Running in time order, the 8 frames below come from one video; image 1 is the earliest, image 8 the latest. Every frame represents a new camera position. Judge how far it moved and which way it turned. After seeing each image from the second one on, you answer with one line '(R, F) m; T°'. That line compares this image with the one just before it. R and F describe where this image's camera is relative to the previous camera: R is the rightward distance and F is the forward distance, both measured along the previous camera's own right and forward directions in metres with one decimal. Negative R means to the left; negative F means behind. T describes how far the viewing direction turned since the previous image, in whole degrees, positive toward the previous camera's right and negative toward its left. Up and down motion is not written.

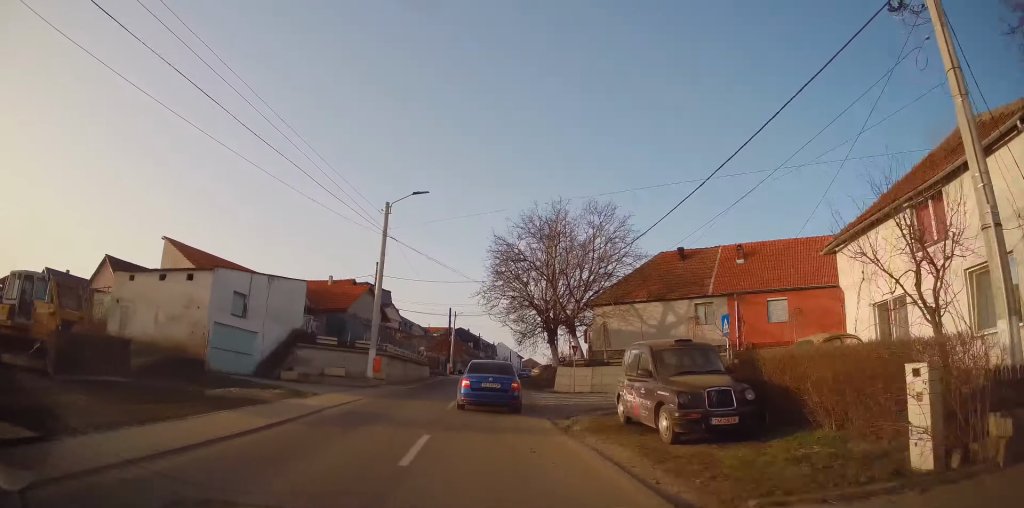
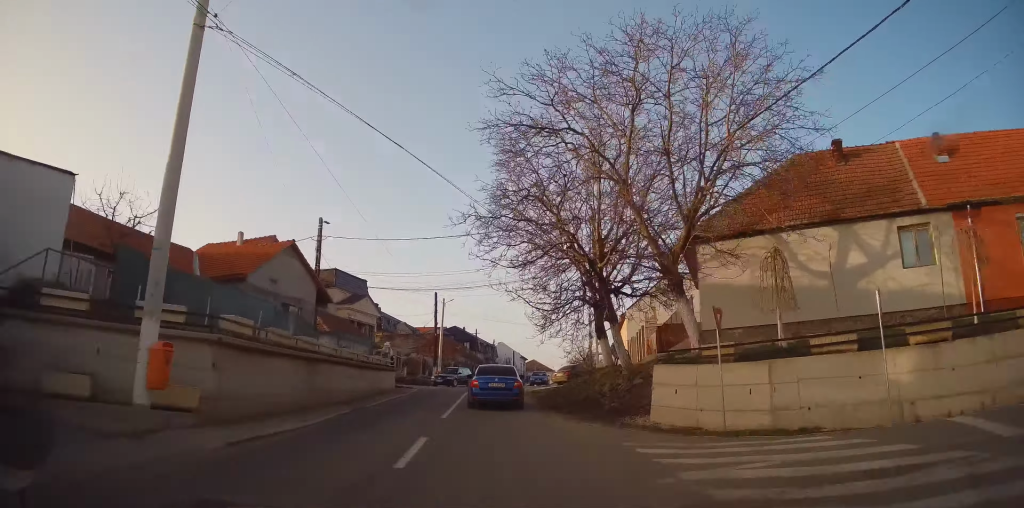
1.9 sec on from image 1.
(+0.3, +16.7) m; +2°
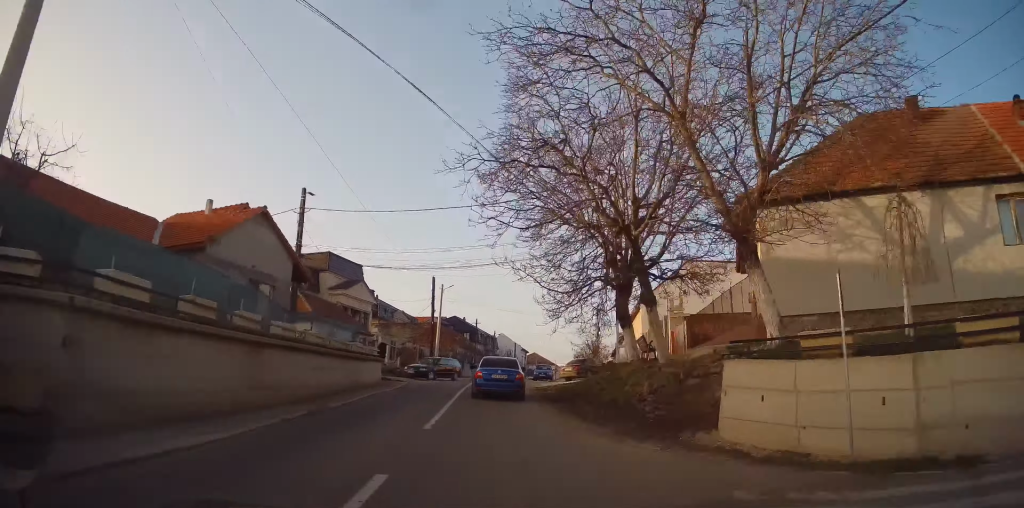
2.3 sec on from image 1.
(0.0, +4.0) m; 0°
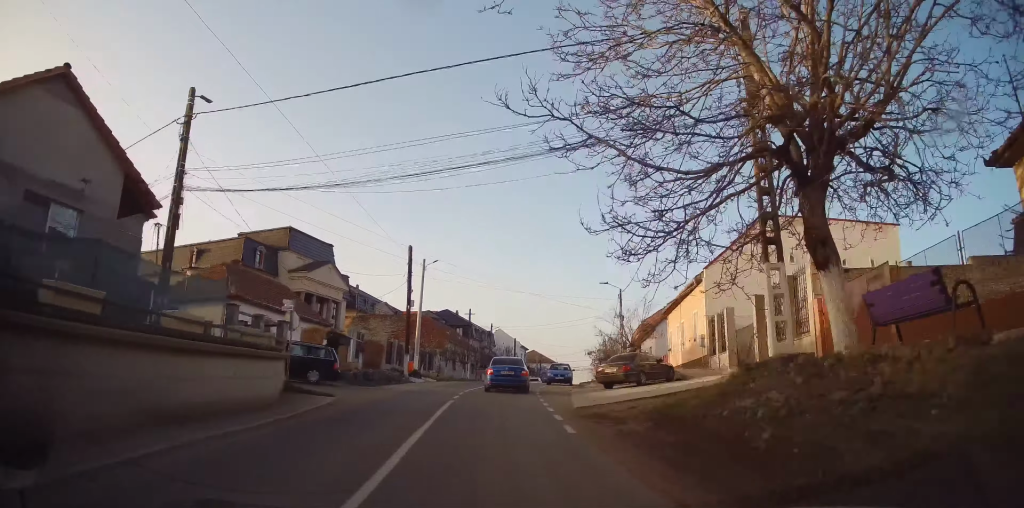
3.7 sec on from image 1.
(-0.4, +12.9) m; +1°
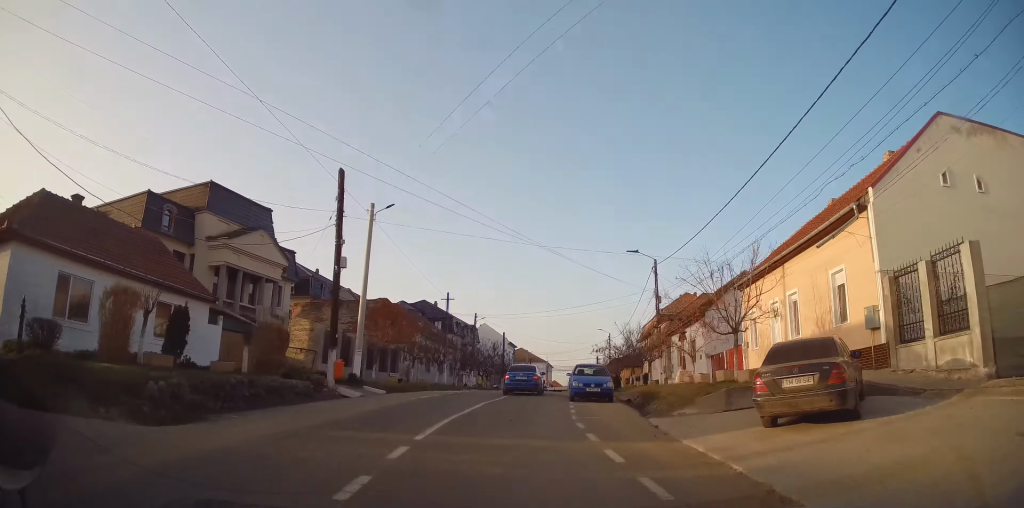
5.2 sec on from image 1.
(+0.5, +14.1) m; +1°
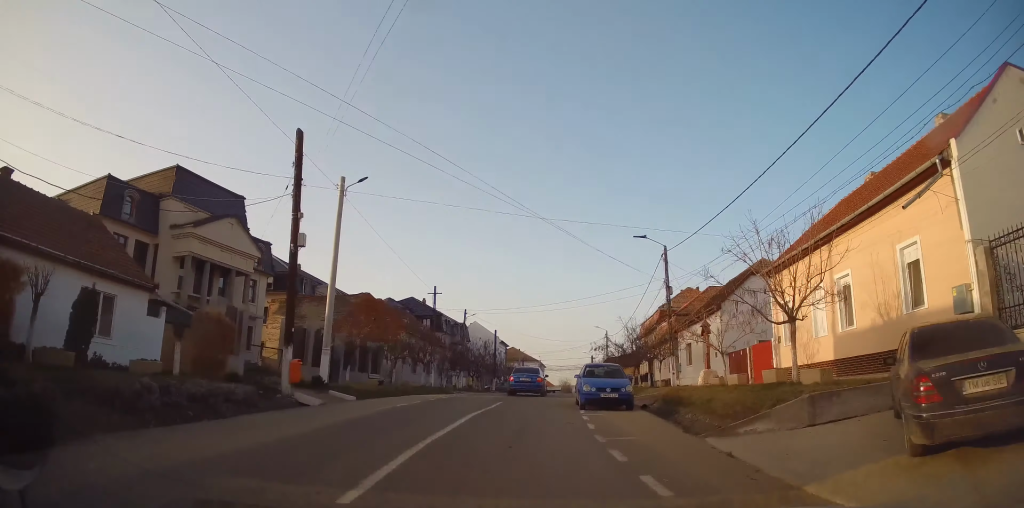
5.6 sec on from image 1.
(-0.1, +3.7) m; 0°
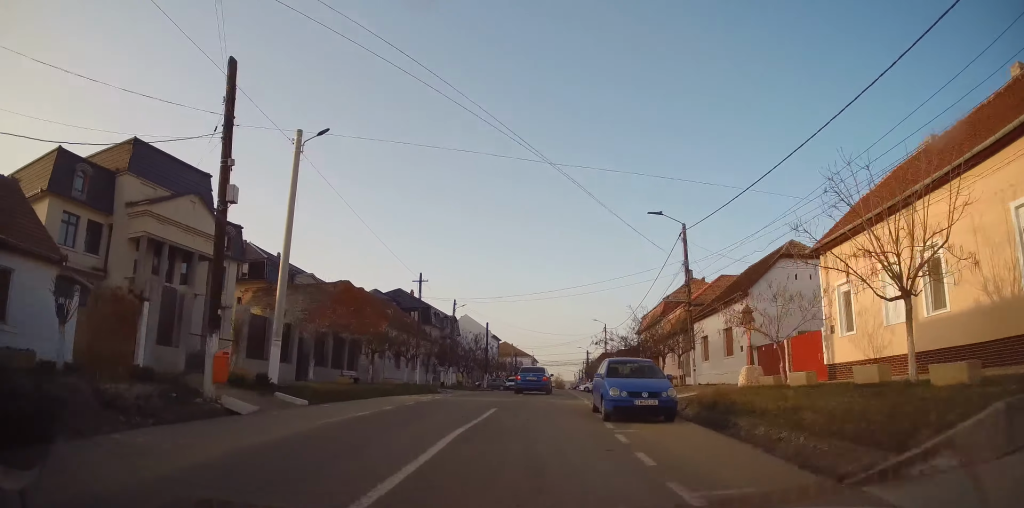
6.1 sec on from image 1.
(-0.1, +4.3) m; 0°
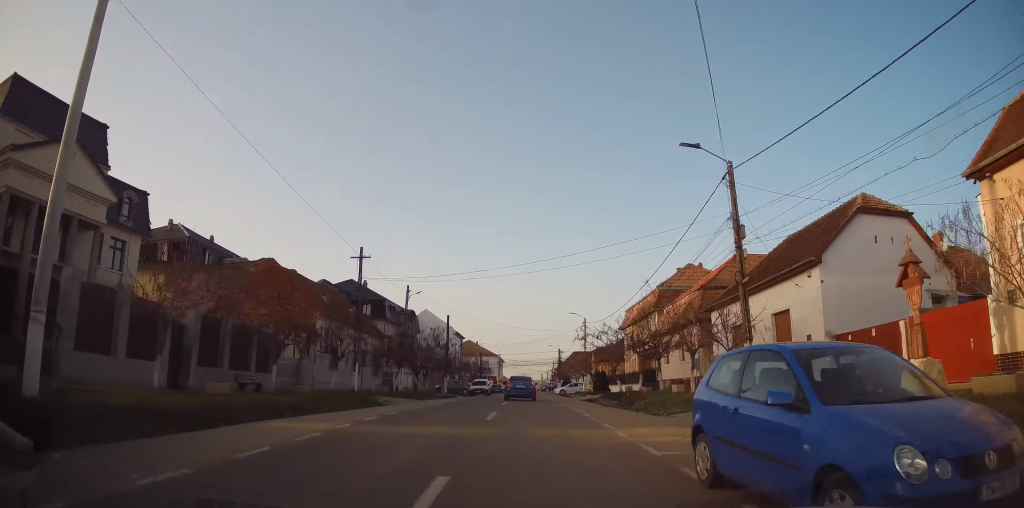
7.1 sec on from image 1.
(+0.2, +9.2) m; +4°
